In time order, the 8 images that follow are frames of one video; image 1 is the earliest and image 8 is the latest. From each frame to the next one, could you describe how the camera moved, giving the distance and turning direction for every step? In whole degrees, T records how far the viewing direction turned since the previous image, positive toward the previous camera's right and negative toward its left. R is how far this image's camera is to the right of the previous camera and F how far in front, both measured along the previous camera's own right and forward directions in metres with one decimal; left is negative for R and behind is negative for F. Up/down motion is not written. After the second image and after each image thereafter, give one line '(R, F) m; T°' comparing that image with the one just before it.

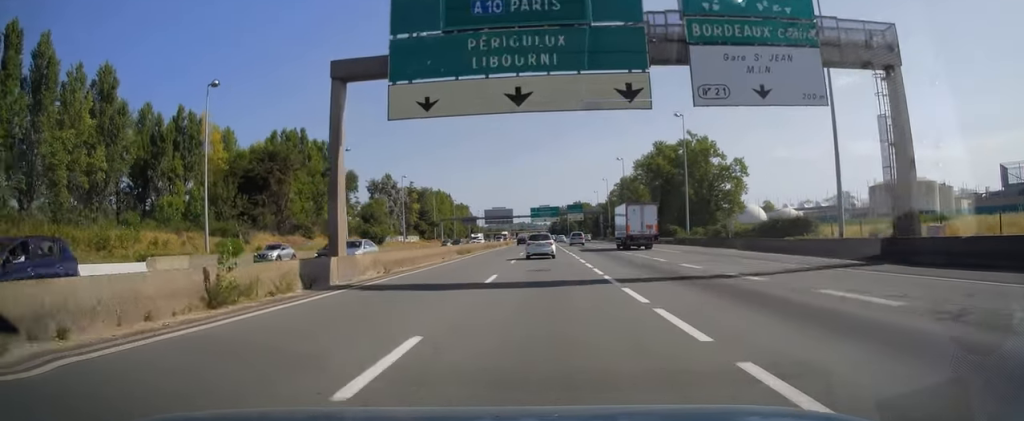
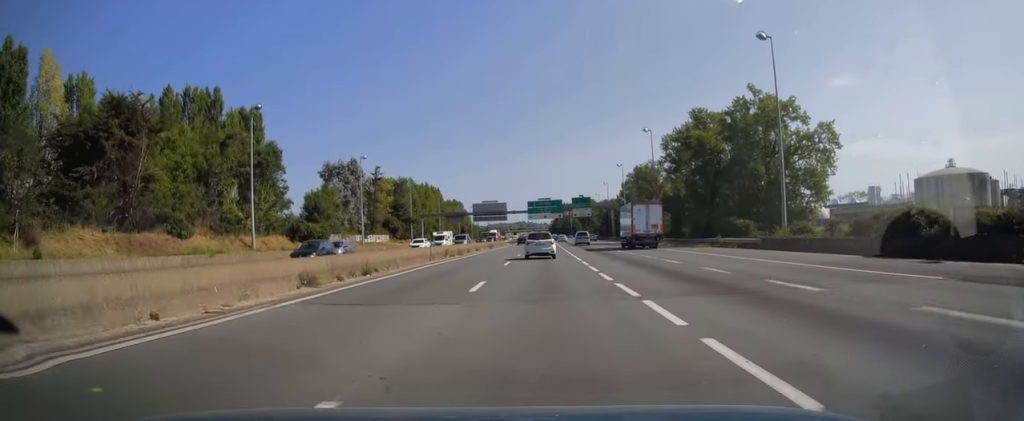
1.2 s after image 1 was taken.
(0.0, +29.5) m; 0°
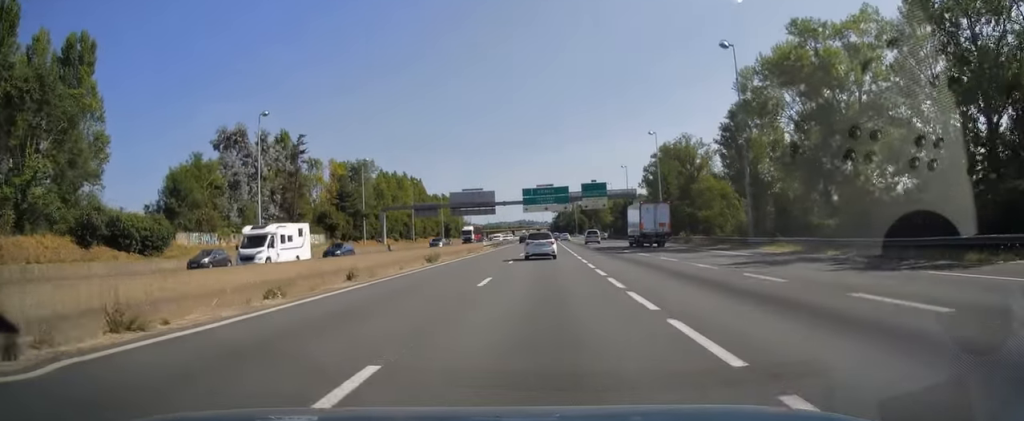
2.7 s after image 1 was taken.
(0.0, +37.0) m; 0°
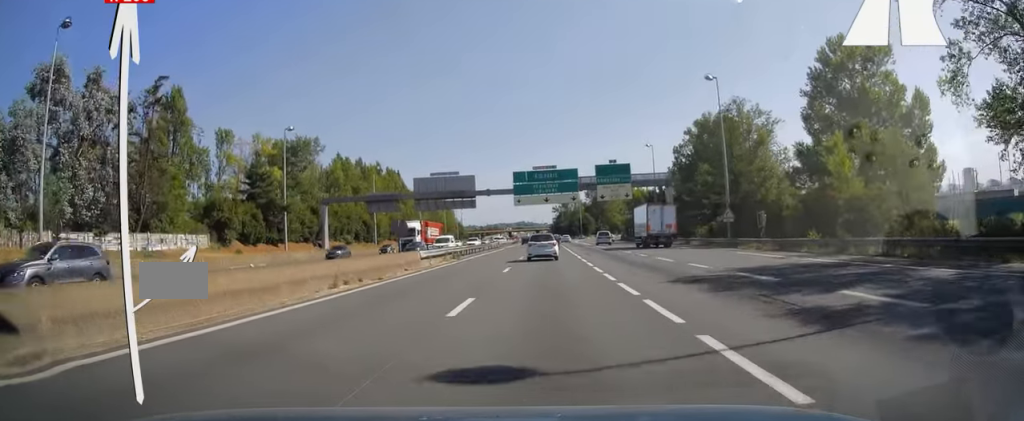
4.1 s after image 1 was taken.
(+0.1, +31.6) m; 0°
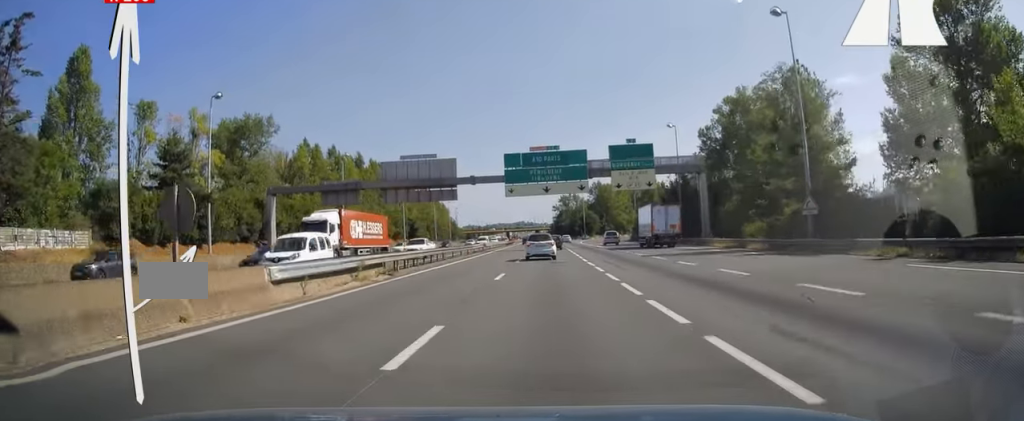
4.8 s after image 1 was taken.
(-0.1, +17.3) m; 0°
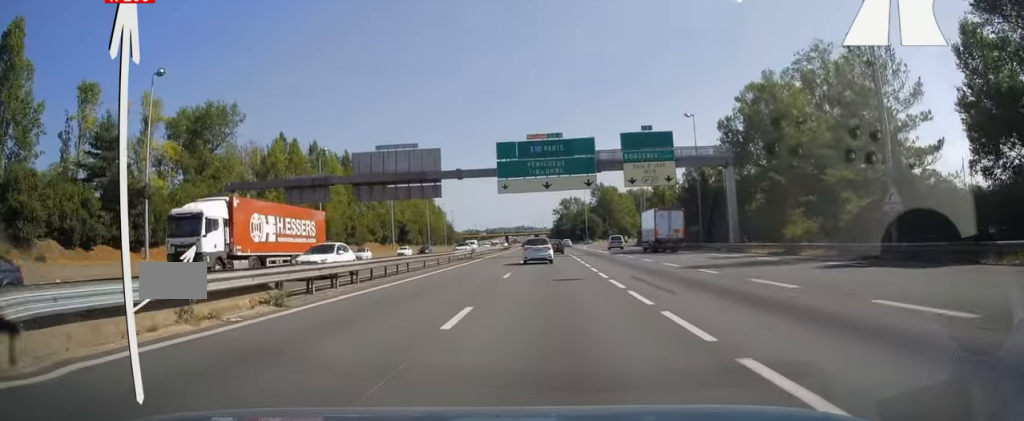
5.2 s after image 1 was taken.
(-0.1, +9.8) m; 0°
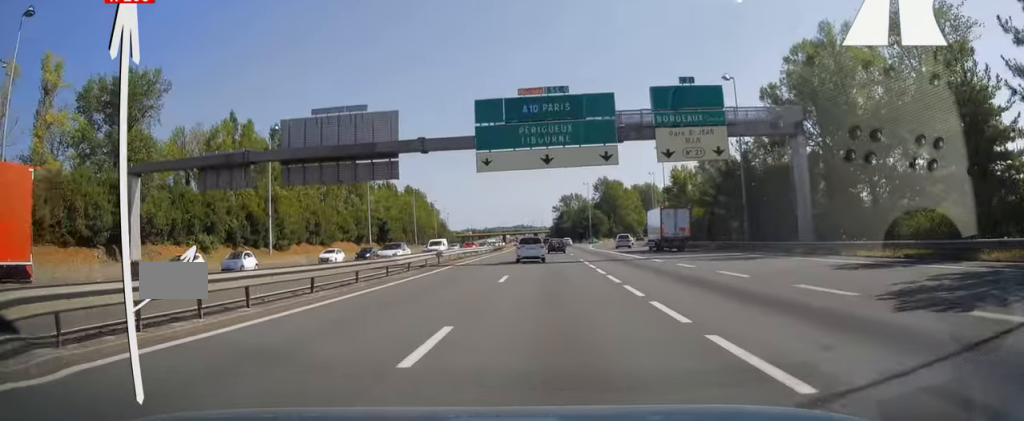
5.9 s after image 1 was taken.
(+0.1, +15.8) m; 0°
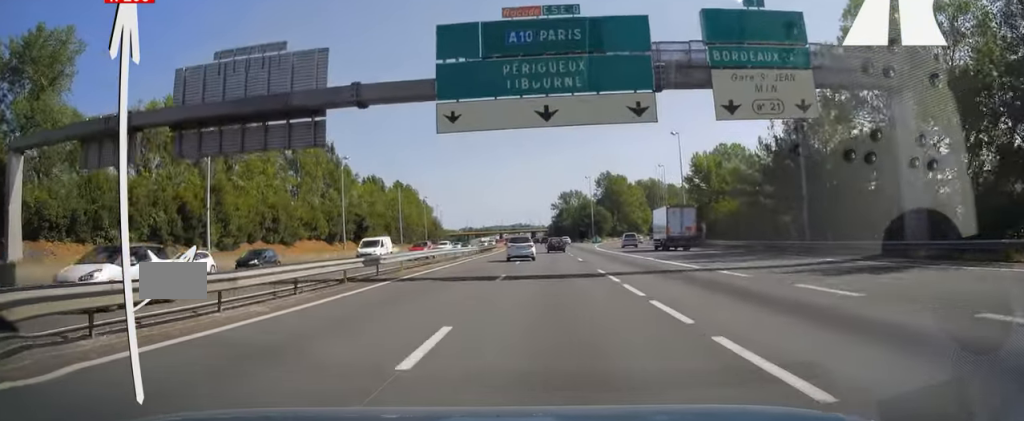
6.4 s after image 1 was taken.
(+0.1, +13.1) m; 0°
